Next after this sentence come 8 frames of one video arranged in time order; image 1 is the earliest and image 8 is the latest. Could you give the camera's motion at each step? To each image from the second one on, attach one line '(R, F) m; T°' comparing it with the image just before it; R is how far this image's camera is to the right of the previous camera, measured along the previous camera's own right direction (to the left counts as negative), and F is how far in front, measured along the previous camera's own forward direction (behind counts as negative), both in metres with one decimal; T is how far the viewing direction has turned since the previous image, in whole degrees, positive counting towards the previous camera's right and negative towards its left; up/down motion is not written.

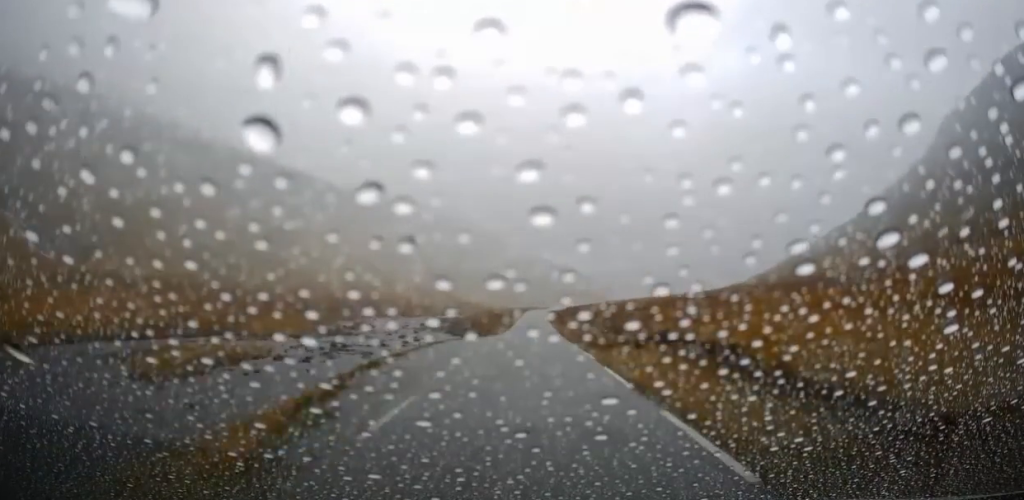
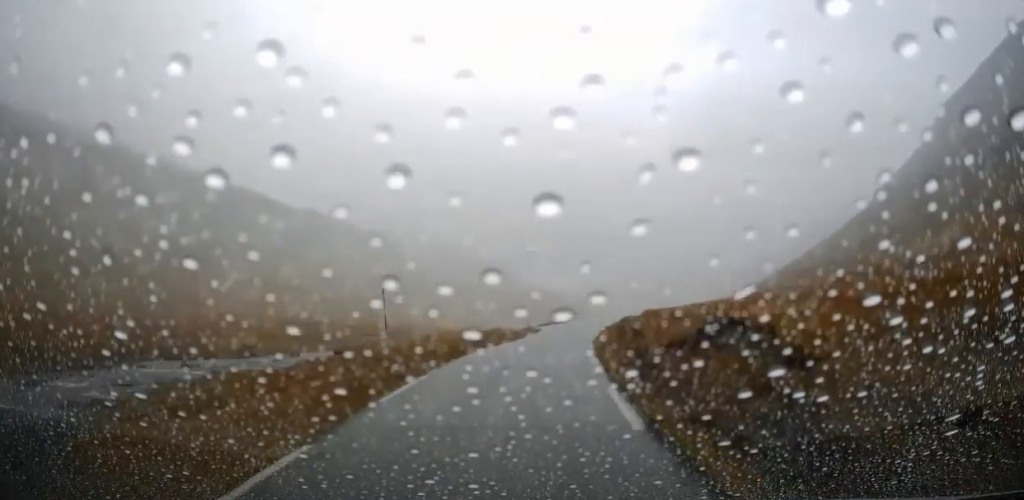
(-3.4, +87.3) m; +1°
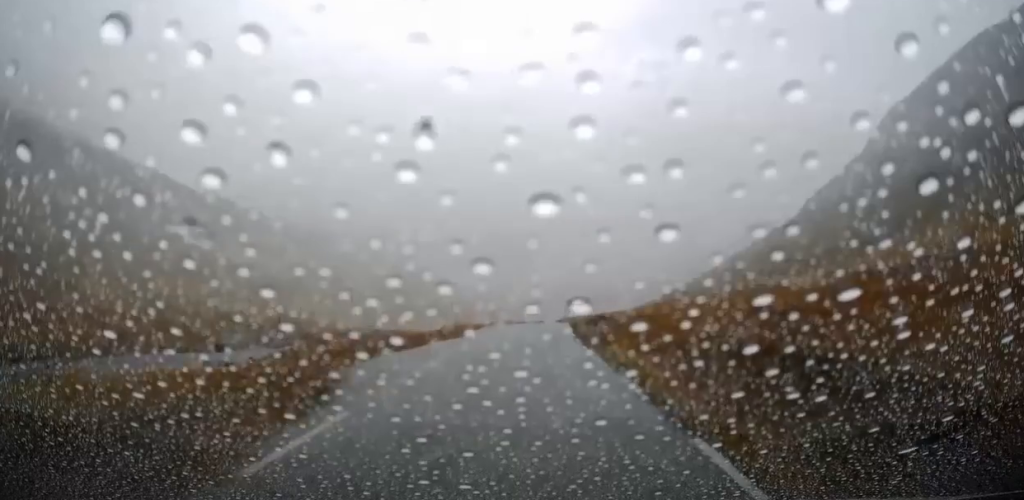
(+1.0, +34.6) m; +3°
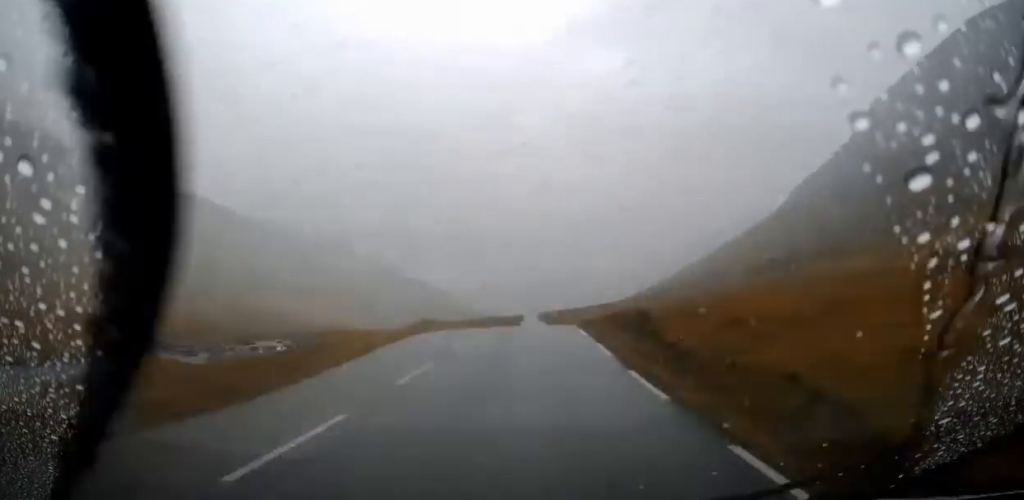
(+0.2, +25.0) m; +4°
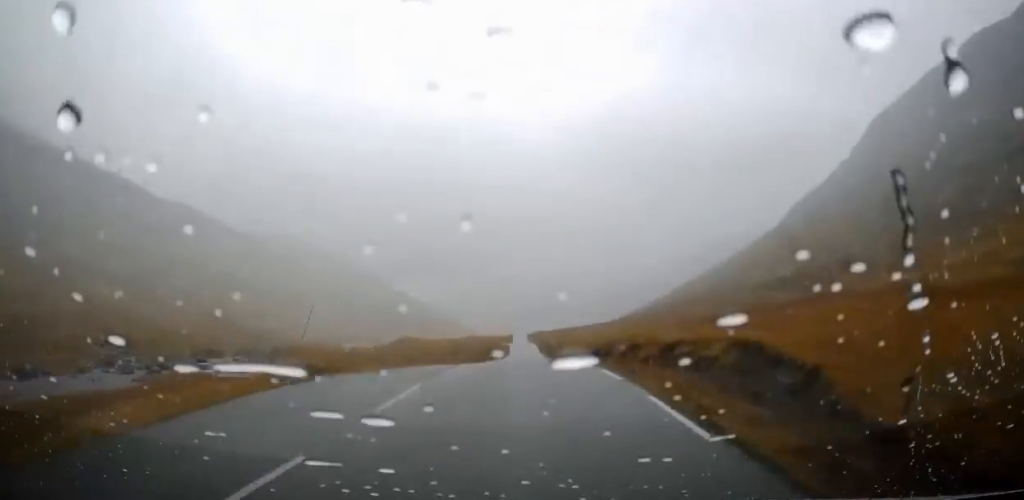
(+0.9, +14.5) m; +2°
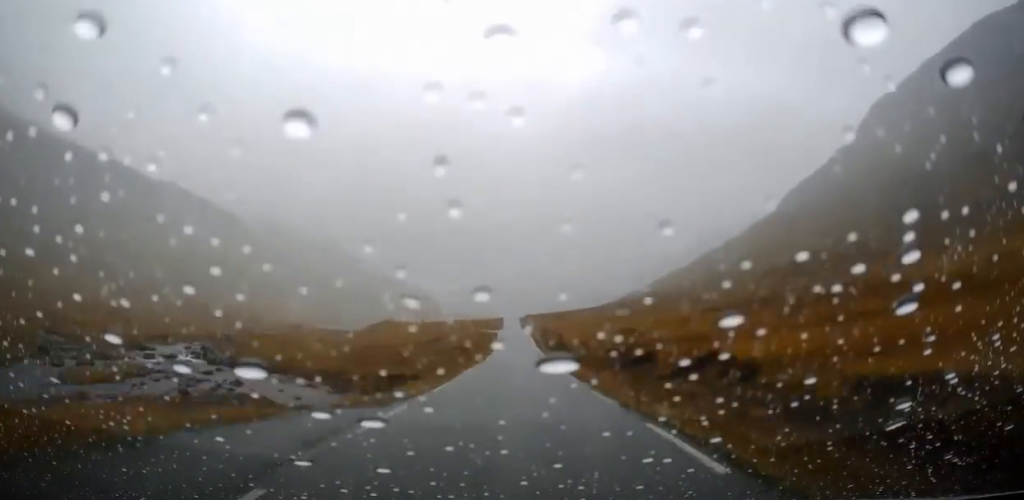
(+0.3, +13.5) m; +2°
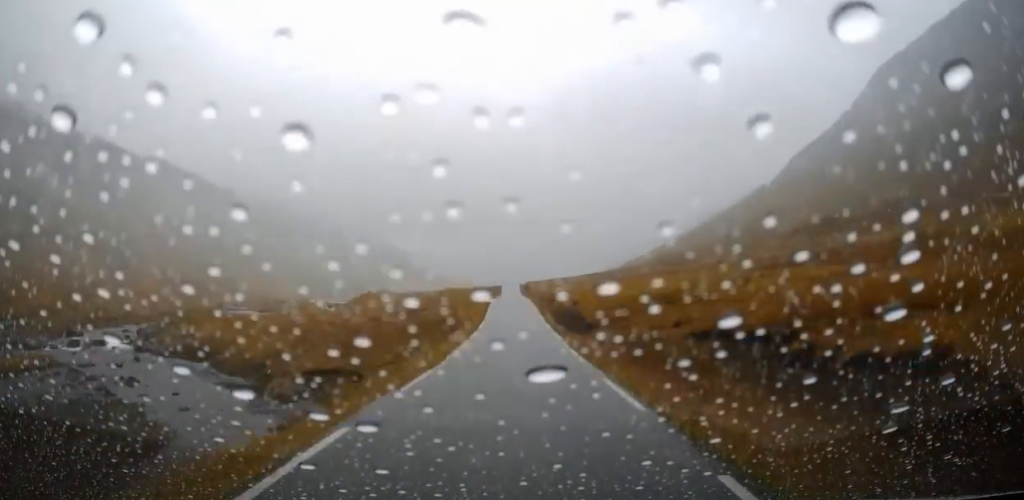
(+0.2, +16.5) m; -1°
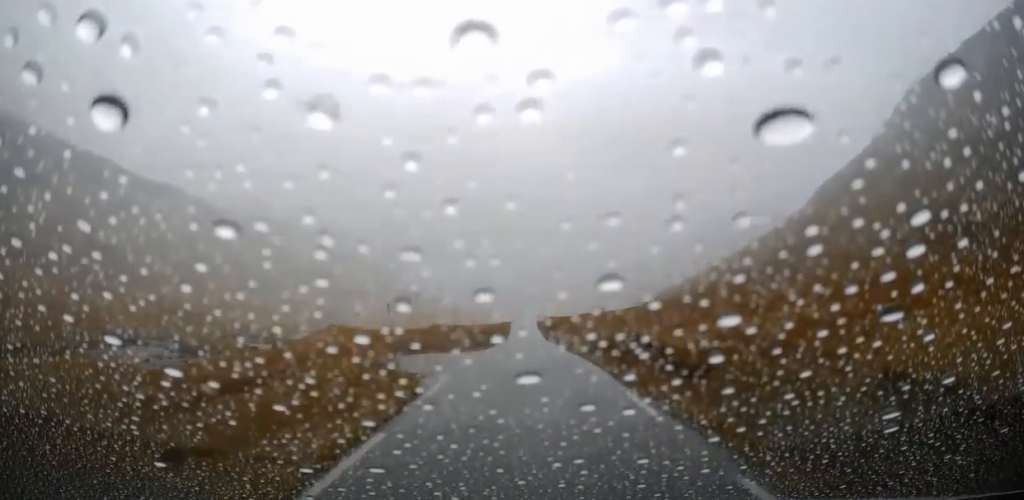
(-0.7, +41.0) m; -2°
